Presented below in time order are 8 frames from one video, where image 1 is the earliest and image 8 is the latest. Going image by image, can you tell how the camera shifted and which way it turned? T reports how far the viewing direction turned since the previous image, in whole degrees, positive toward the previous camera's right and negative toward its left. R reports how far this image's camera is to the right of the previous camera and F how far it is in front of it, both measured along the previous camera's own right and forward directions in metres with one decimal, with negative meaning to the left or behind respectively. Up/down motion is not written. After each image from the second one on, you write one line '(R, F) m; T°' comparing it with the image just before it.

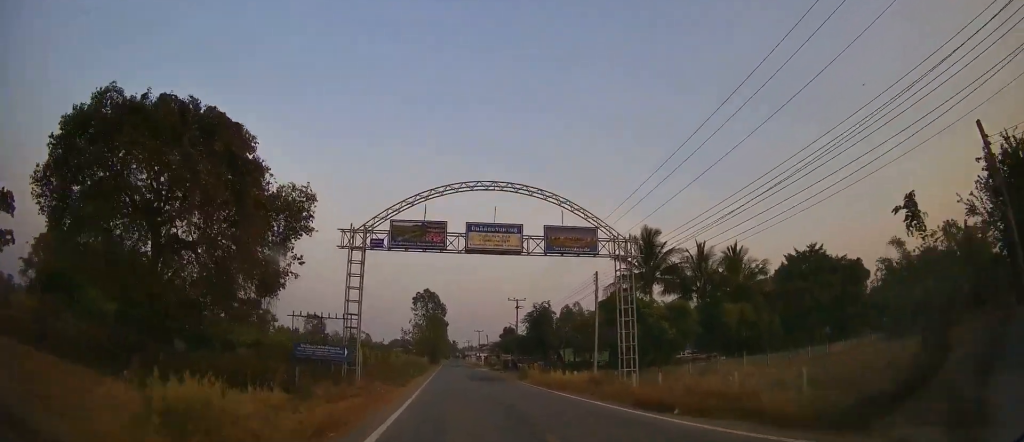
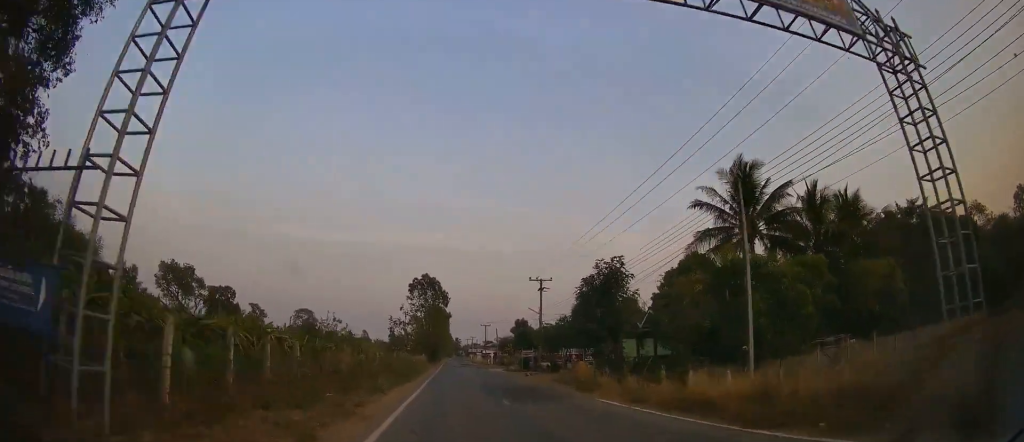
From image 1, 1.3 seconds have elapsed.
(0.0, +15.1) m; 0°
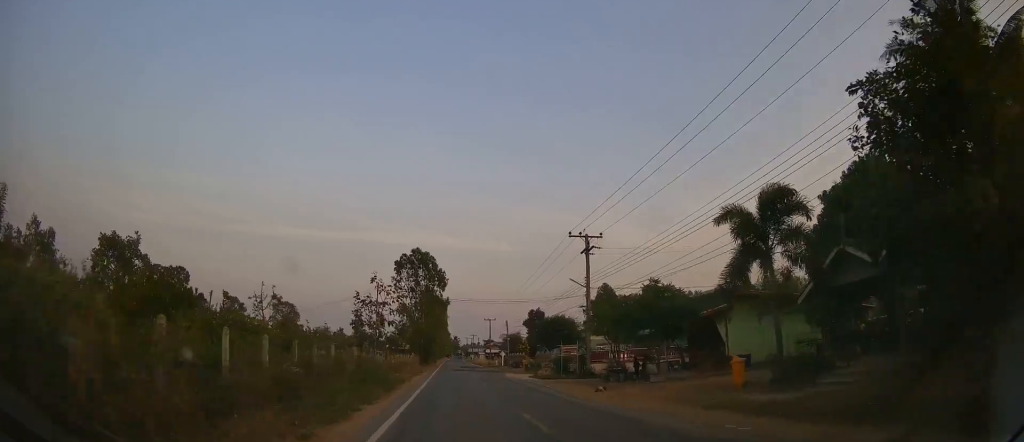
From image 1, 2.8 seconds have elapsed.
(+0.2, +18.1) m; +1°
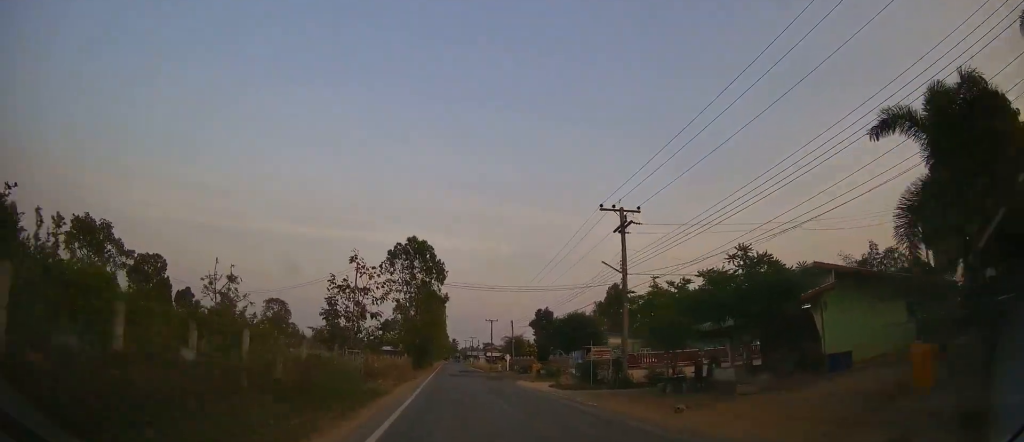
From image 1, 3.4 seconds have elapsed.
(0.0, +7.1) m; 0°
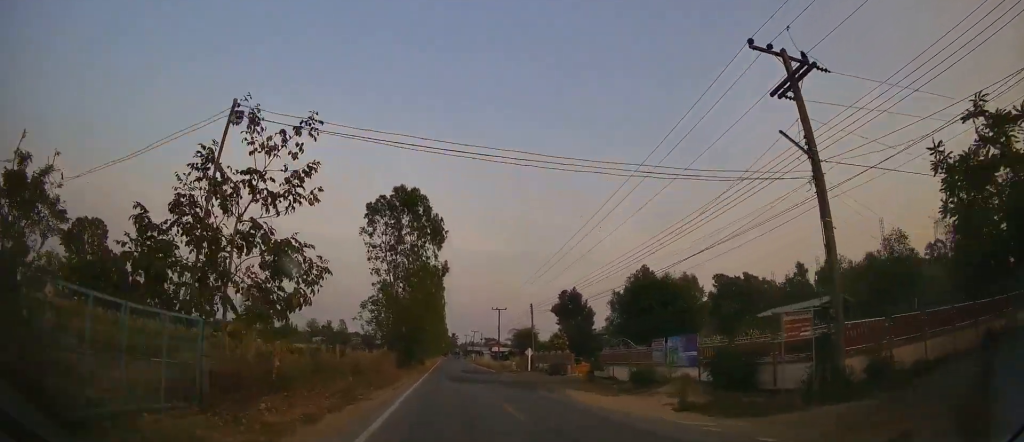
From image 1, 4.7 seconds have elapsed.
(0.0, +15.2) m; 0°
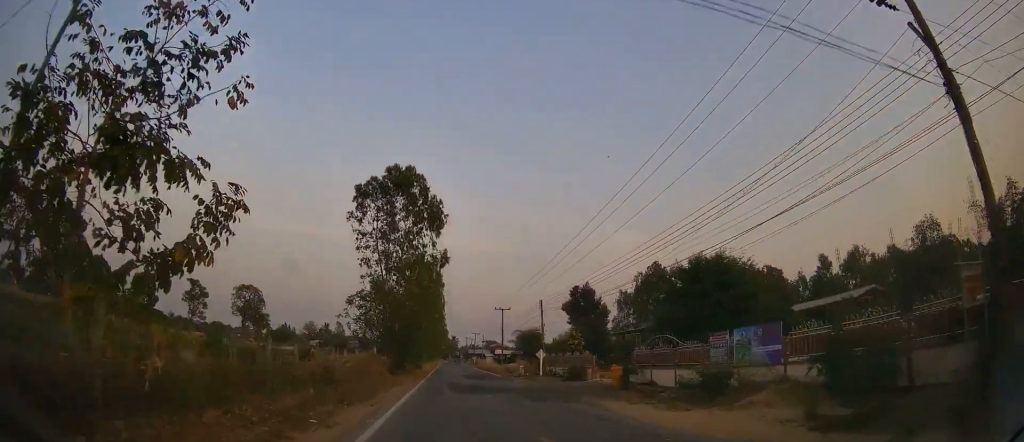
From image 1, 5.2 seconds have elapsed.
(0.0, +5.3) m; 0°
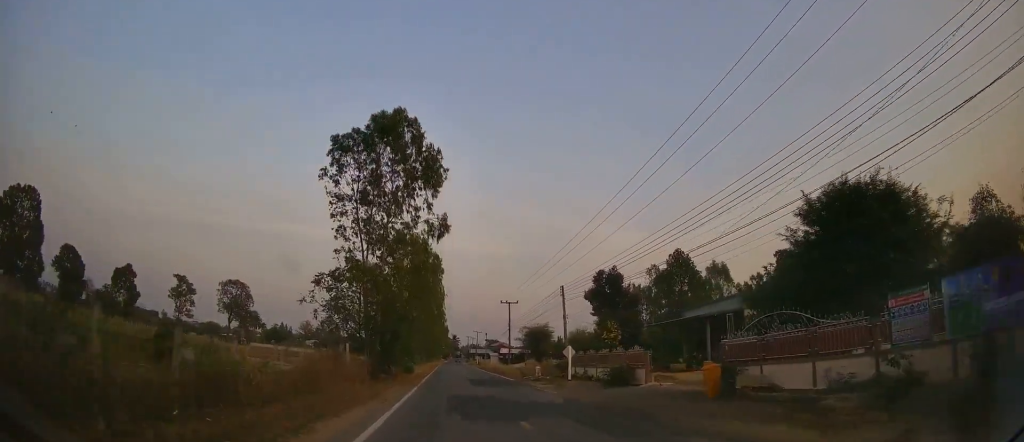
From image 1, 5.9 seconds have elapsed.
(0.0, +7.8) m; 0°
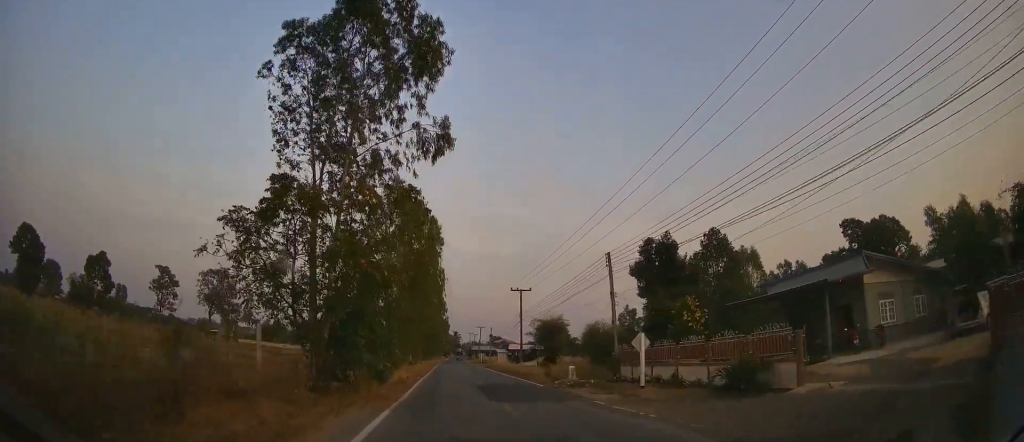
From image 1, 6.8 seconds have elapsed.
(-0.1, +10.2) m; 0°
